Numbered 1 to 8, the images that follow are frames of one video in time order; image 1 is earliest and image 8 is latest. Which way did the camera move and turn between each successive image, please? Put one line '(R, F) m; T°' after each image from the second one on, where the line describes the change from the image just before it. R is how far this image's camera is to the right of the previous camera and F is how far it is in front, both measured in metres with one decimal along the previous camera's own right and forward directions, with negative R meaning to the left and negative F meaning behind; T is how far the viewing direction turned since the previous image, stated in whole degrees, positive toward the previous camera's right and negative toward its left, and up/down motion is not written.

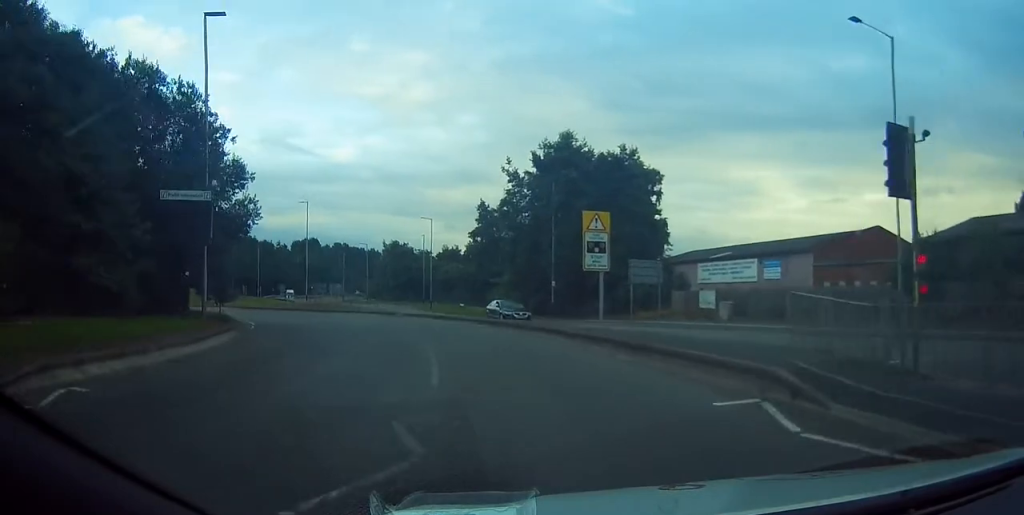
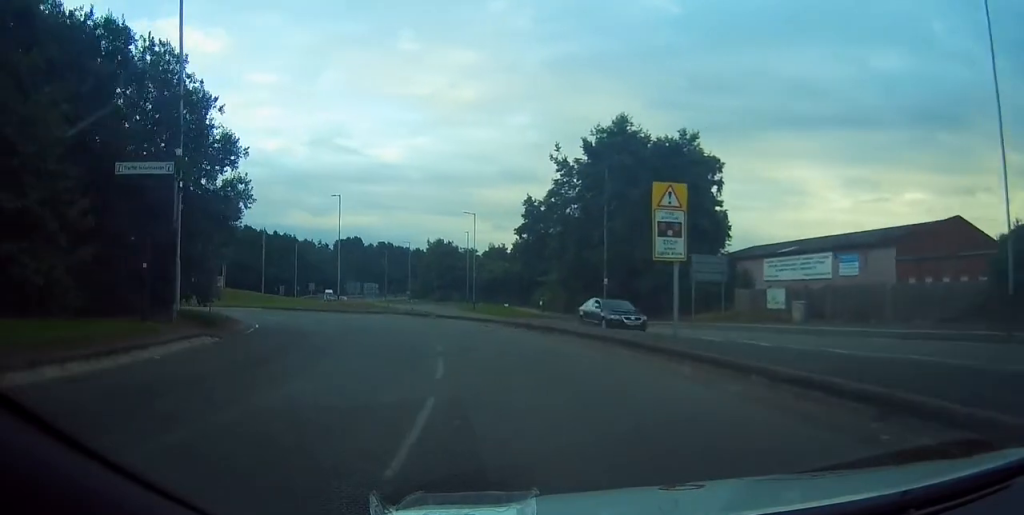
(-0.2, +5.2) m; -4°
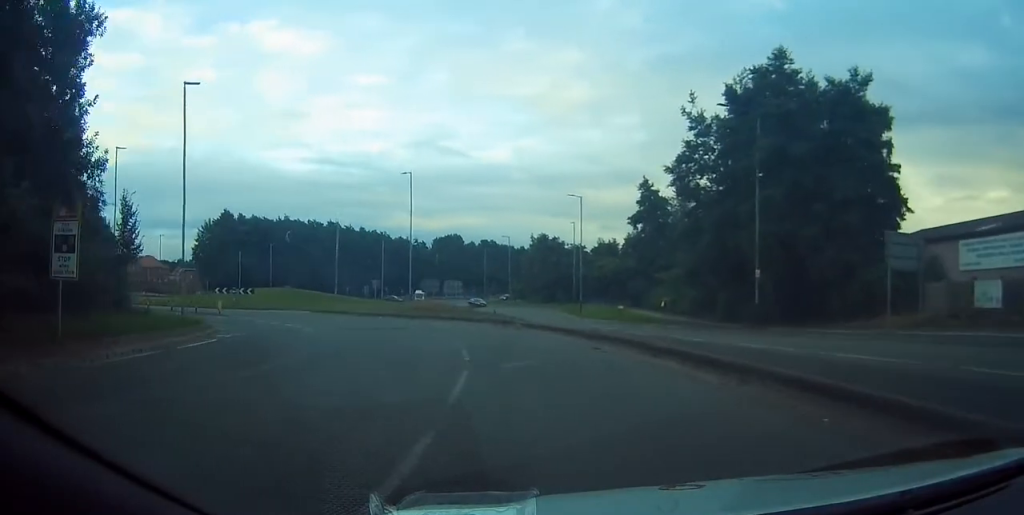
(-1.5, +14.4) m; -9°
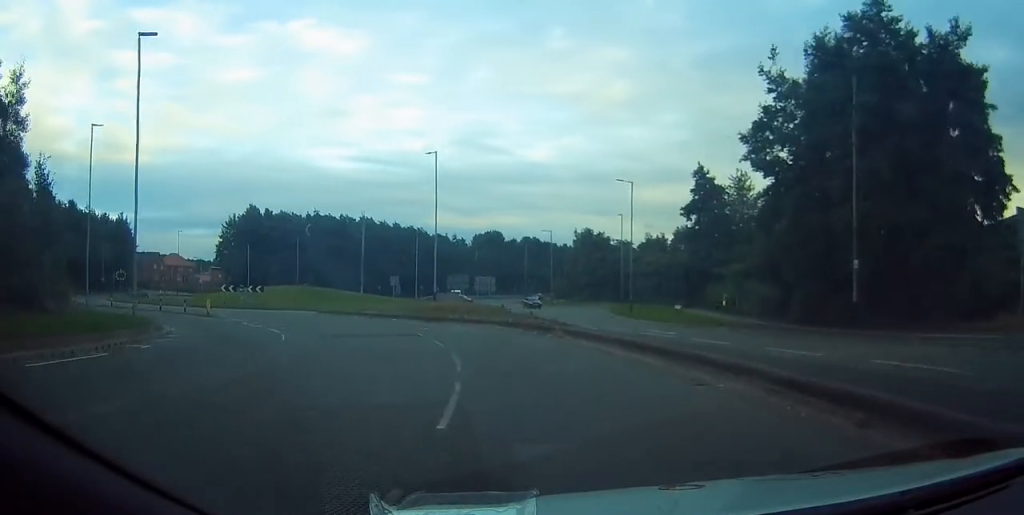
(-0.2, +8.0) m; -4°
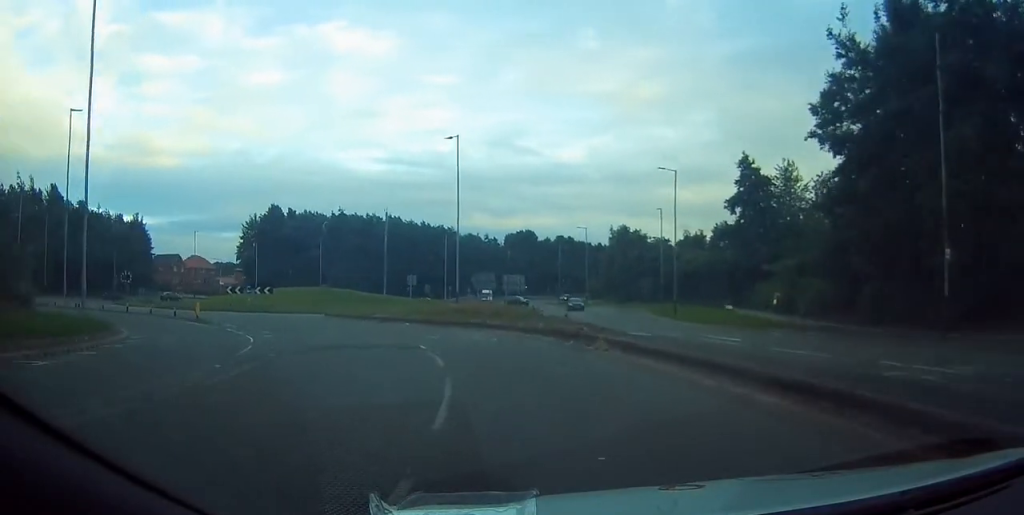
(-0.2, +5.6) m; -3°
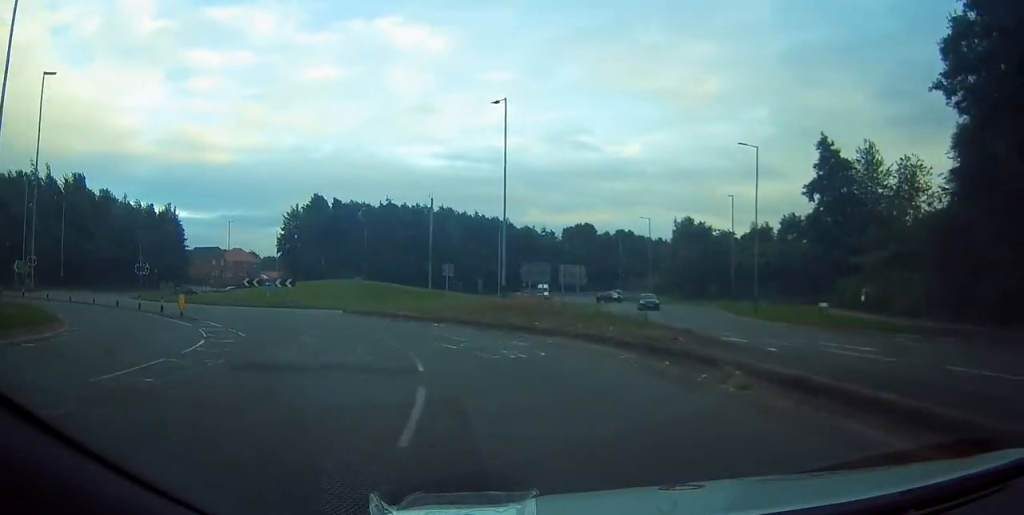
(-0.2, +7.6) m; -5°
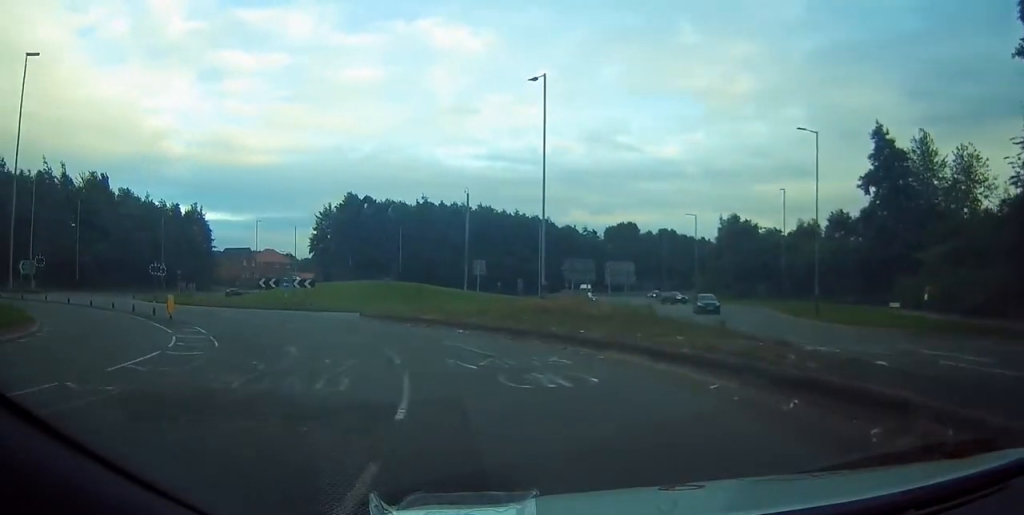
(+0.1, +4.6) m; -4°
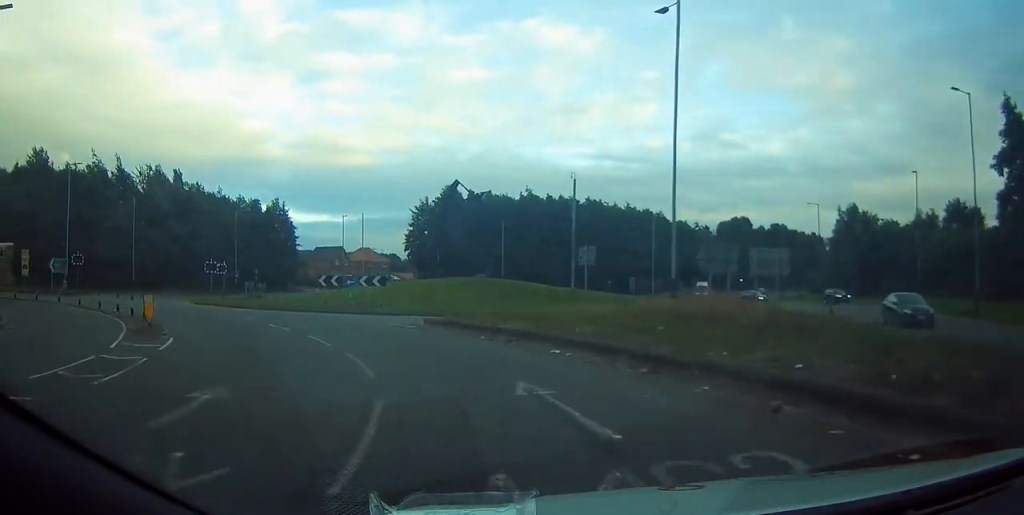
(-0.9, +9.0) m; -11°
